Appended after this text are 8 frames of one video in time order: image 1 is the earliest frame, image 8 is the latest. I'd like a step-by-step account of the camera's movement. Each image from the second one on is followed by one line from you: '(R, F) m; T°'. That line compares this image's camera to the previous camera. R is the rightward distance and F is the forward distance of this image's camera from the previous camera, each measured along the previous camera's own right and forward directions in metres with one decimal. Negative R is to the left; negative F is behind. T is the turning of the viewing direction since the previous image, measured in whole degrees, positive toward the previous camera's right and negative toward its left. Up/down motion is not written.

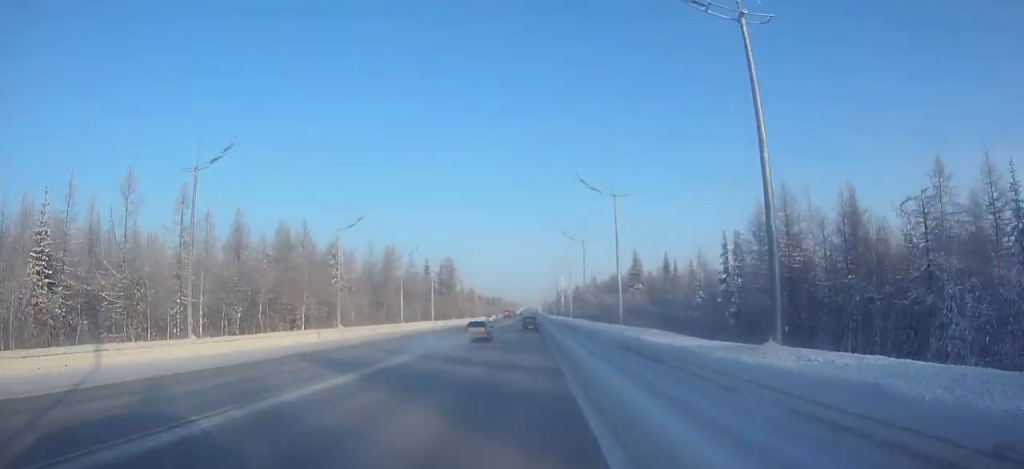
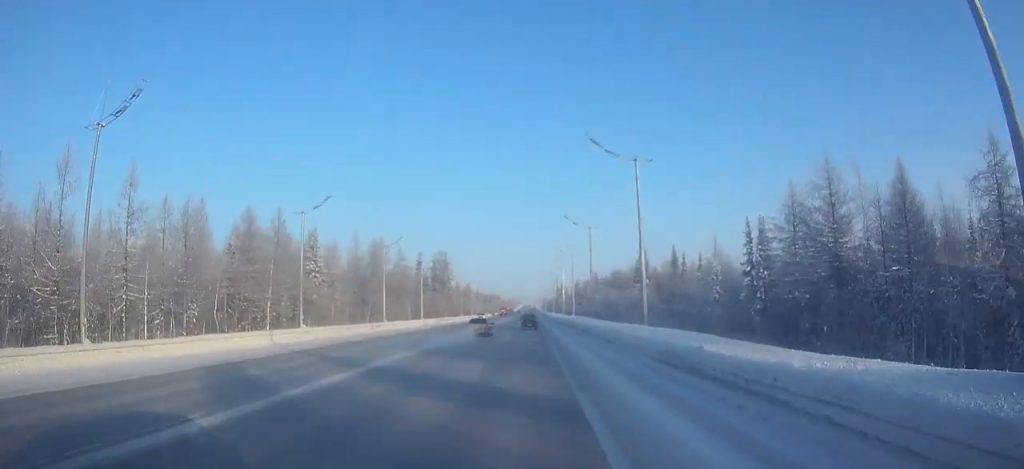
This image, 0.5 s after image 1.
(0.0, +8.6) m; 0°
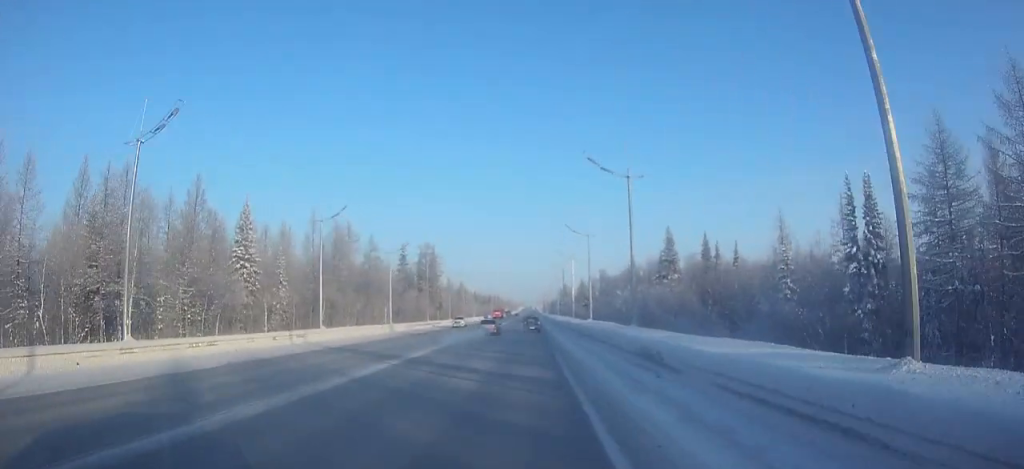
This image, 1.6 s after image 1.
(0.0, +21.6) m; 0°
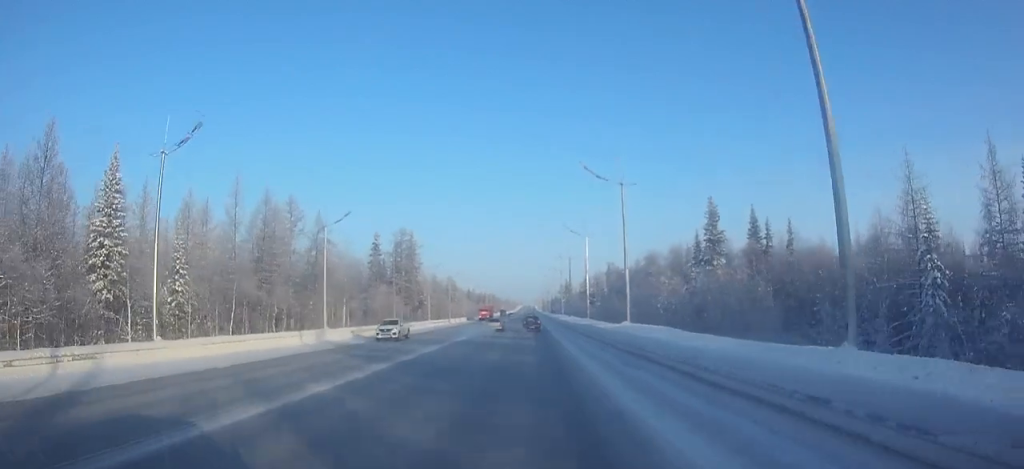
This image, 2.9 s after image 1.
(0.0, +23.0) m; 0°
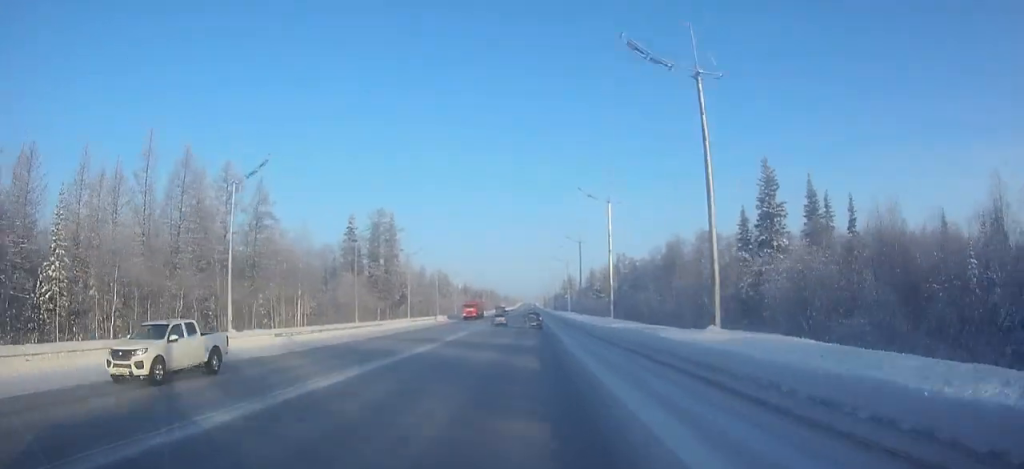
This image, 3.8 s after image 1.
(0.0, +16.8) m; 0°
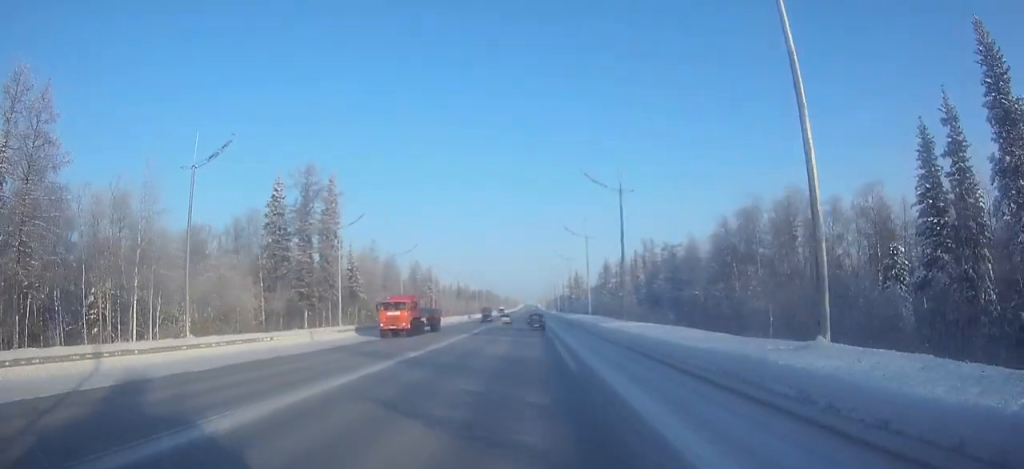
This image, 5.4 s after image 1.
(0.0, +30.8) m; 0°
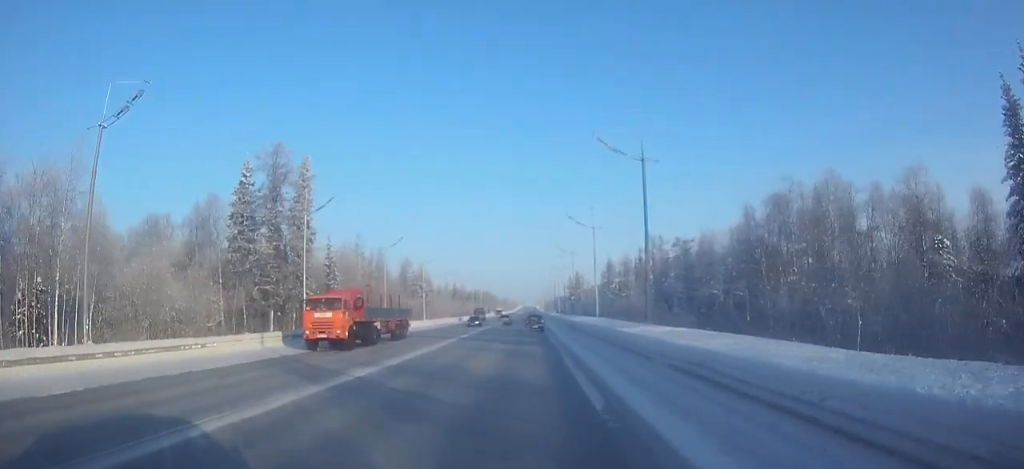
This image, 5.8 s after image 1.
(0.0, +8.2) m; 0°
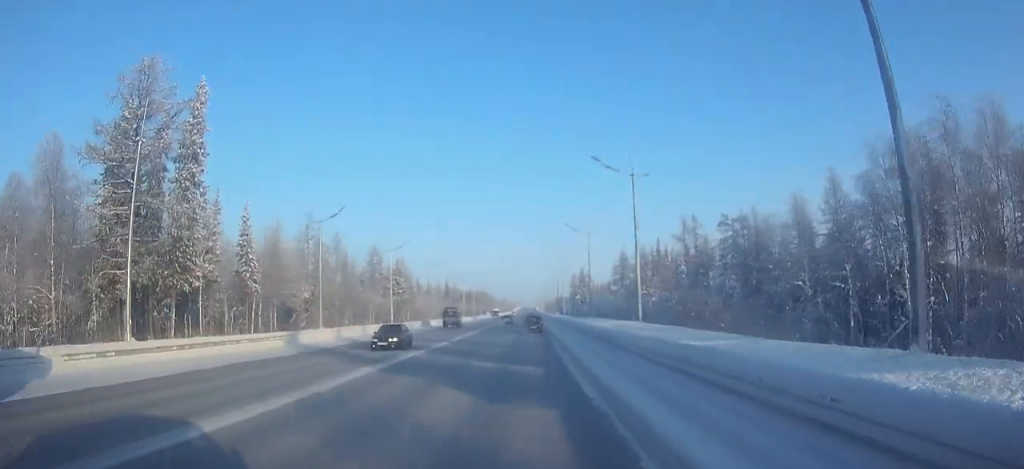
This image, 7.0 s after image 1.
(0.0, +21.5) m; 0°
